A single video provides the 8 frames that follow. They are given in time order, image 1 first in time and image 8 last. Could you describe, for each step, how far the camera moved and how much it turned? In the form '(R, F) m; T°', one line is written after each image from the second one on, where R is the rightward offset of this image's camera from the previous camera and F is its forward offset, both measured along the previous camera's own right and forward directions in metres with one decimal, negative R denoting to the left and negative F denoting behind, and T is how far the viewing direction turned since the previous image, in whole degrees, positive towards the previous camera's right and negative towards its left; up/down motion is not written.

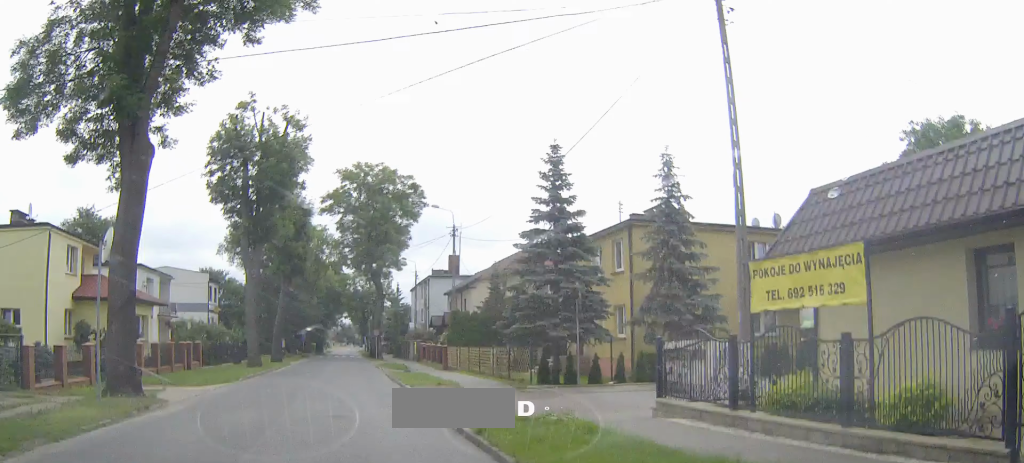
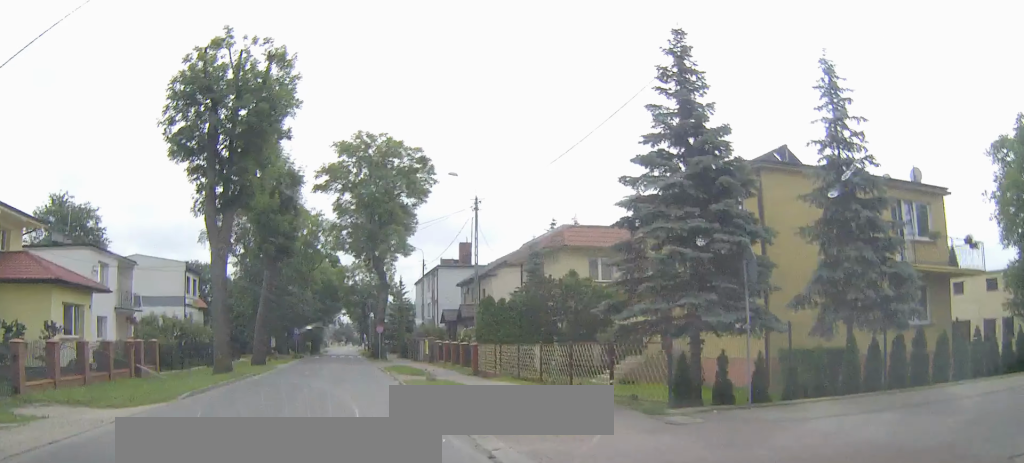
(0.0, +9.9) m; 0°
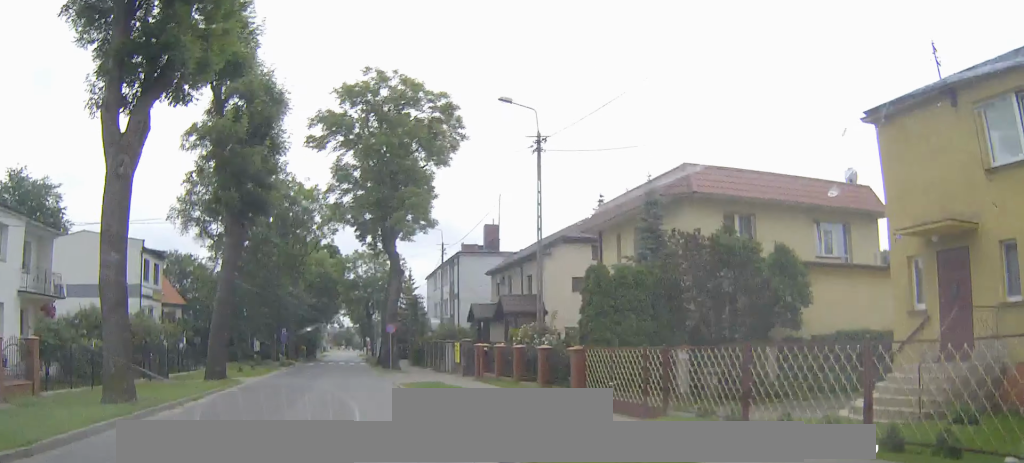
(0.0, +14.2) m; 0°
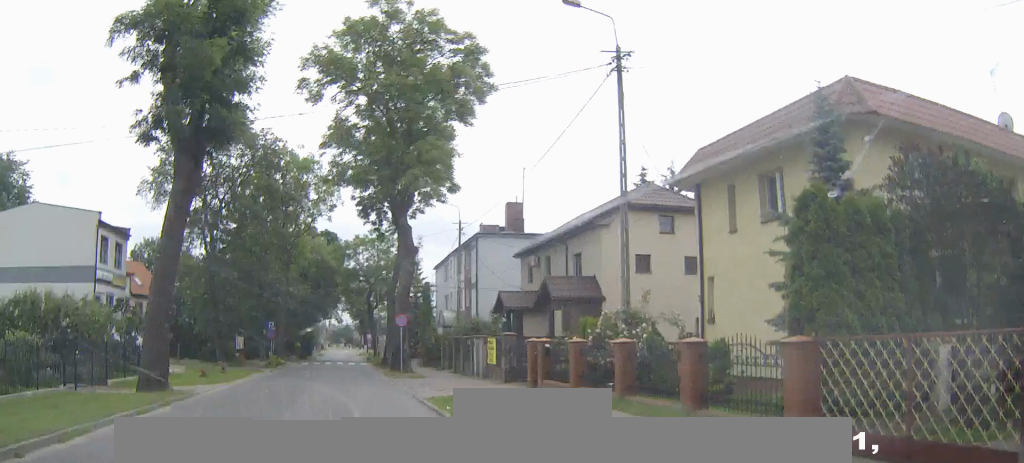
(0.0, +9.3) m; 0°
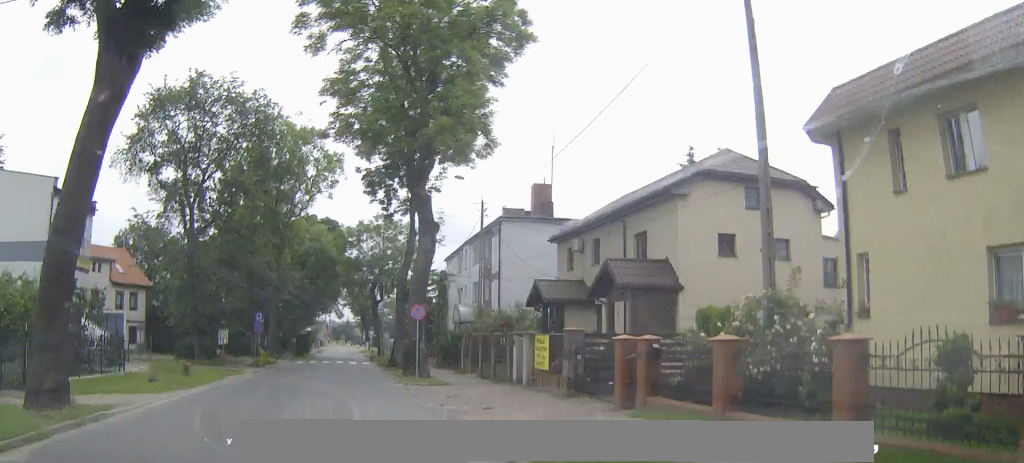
(0.0, +7.0) m; 0°
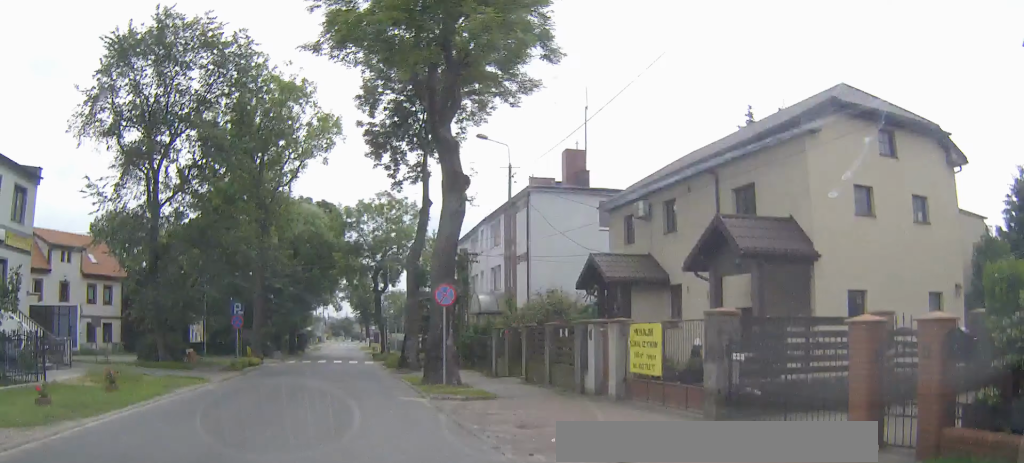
(0.0, +8.3) m; 0°
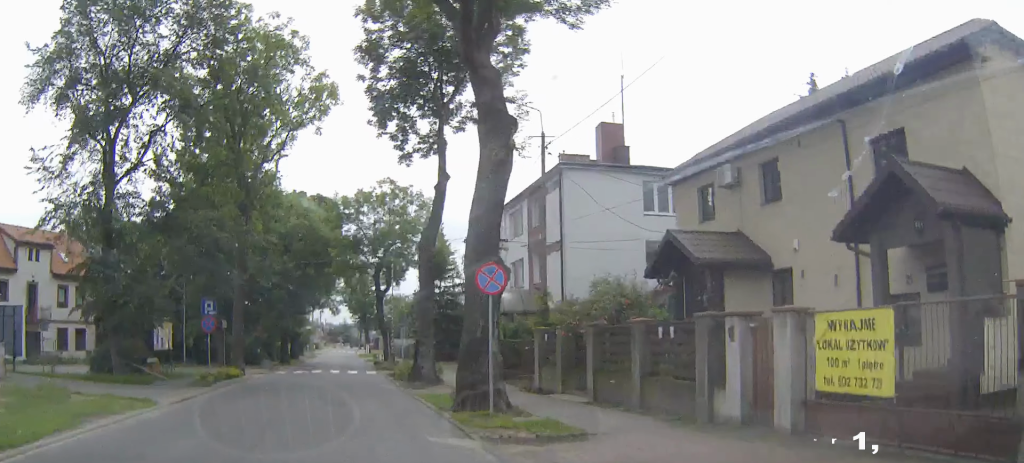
(0.0, +6.8) m; 0°
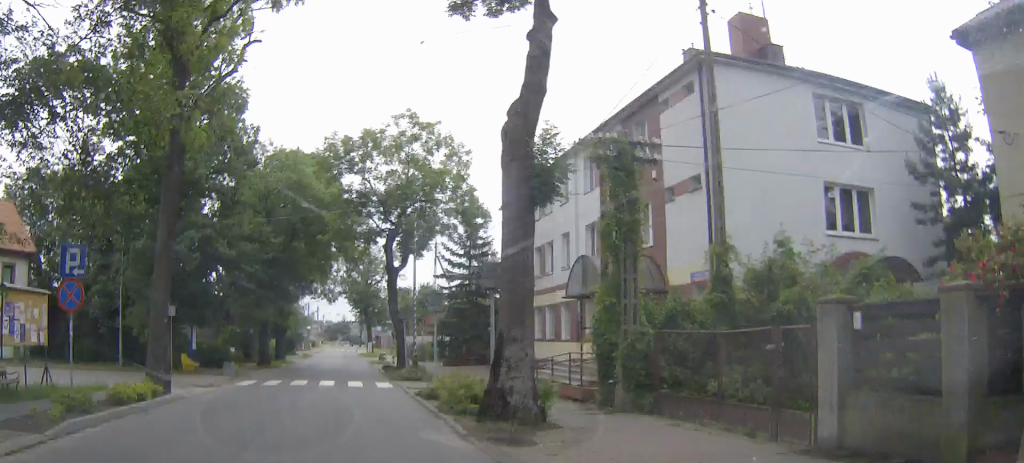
(+0.1, +14.0) m; 0°
